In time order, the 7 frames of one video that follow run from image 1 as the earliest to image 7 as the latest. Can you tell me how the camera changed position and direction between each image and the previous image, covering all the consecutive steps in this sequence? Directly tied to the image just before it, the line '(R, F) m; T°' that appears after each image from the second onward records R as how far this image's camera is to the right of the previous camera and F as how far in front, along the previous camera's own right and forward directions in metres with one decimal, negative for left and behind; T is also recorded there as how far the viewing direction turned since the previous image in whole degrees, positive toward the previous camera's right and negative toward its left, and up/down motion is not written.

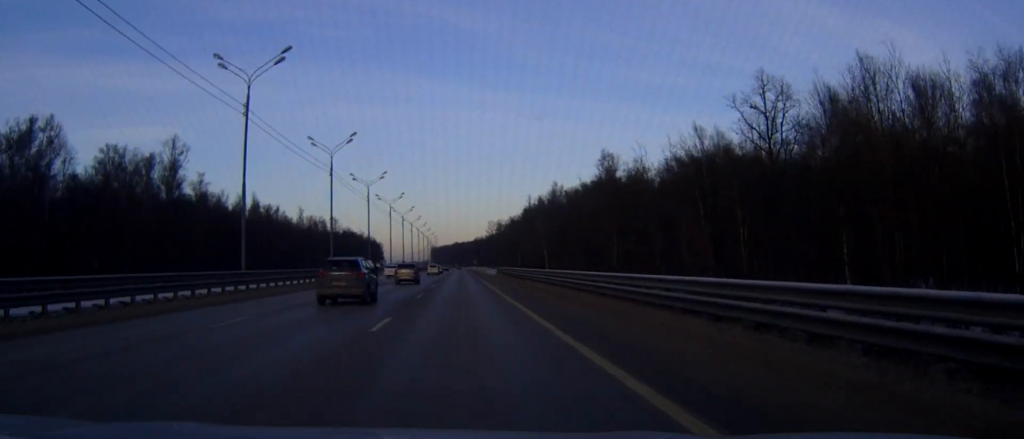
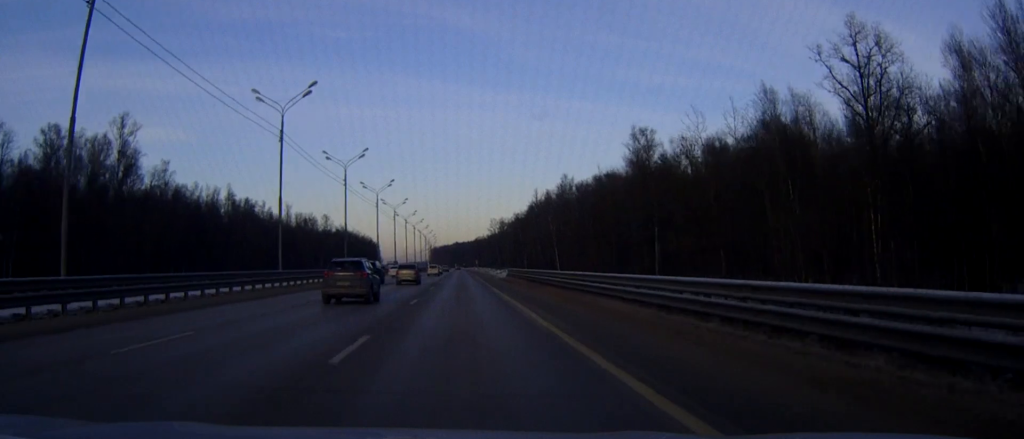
(-0.1, +21.0) m; 0°
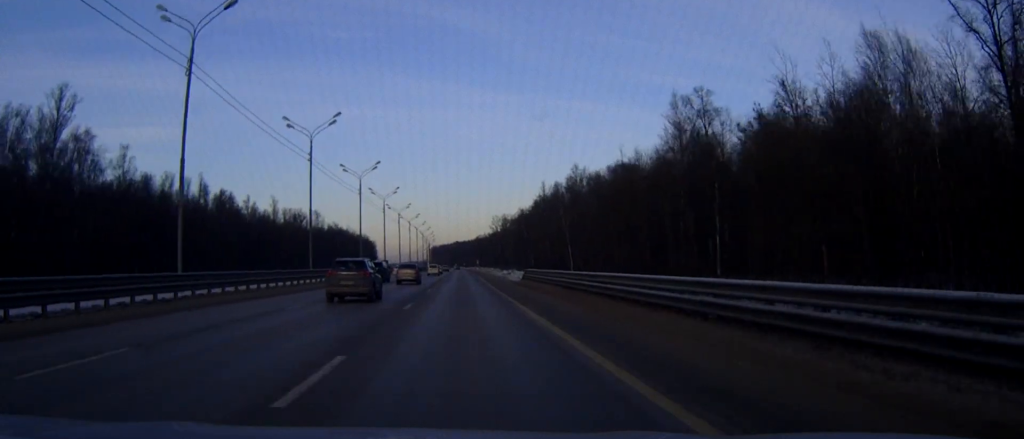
(0.0, +19.1) m; 0°
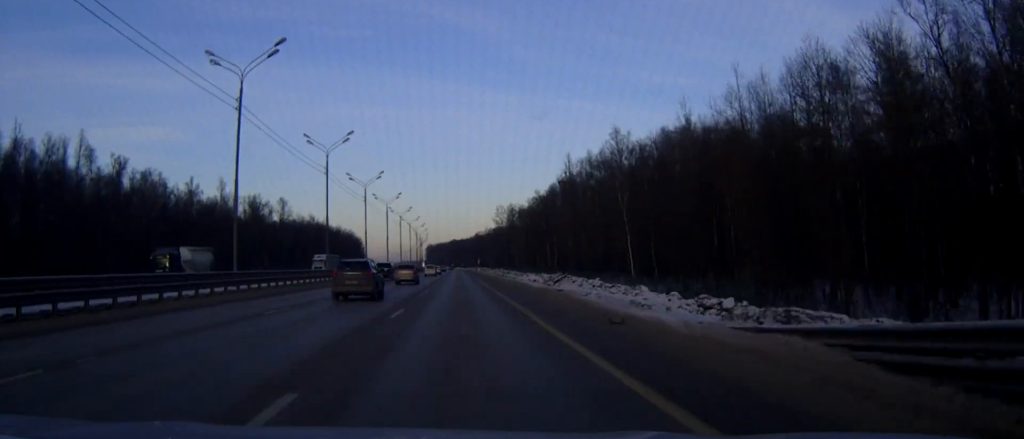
(+0.1, +51.1) m; 0°
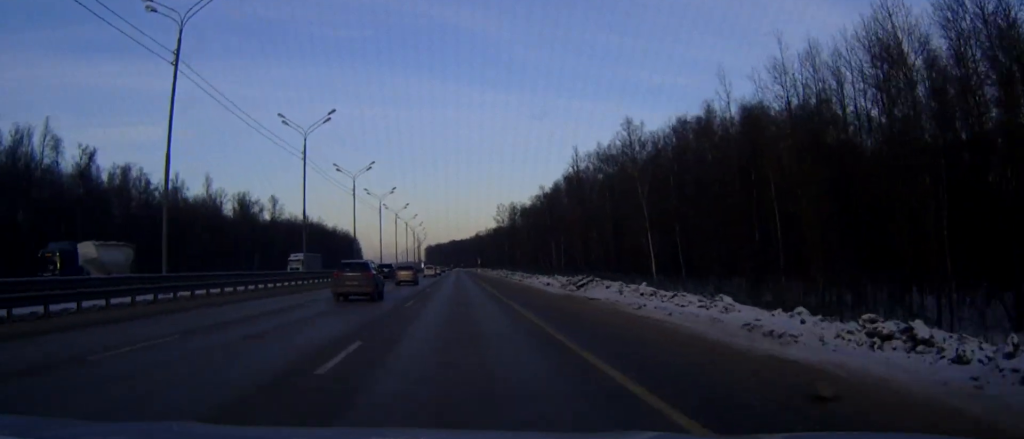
(0.0, +10.4) m; 0°
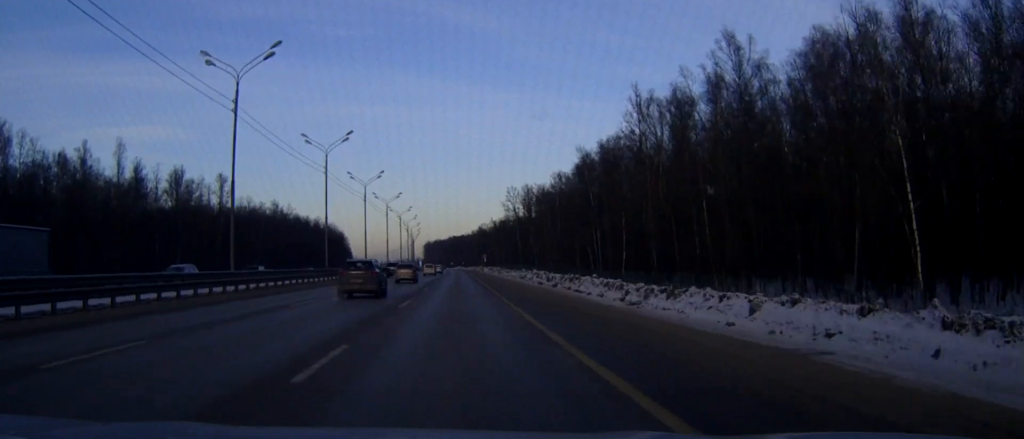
(+0.1, +49.3) m; 0°
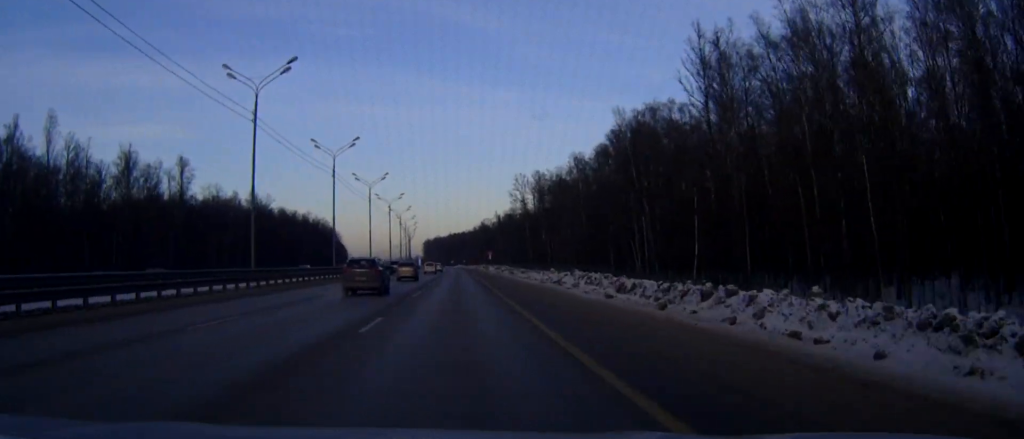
(0.0, +25.7) m; 0°
